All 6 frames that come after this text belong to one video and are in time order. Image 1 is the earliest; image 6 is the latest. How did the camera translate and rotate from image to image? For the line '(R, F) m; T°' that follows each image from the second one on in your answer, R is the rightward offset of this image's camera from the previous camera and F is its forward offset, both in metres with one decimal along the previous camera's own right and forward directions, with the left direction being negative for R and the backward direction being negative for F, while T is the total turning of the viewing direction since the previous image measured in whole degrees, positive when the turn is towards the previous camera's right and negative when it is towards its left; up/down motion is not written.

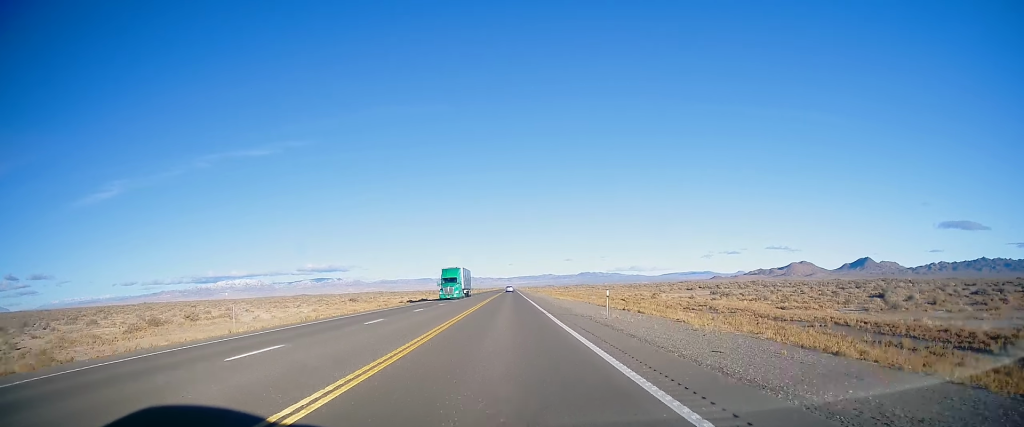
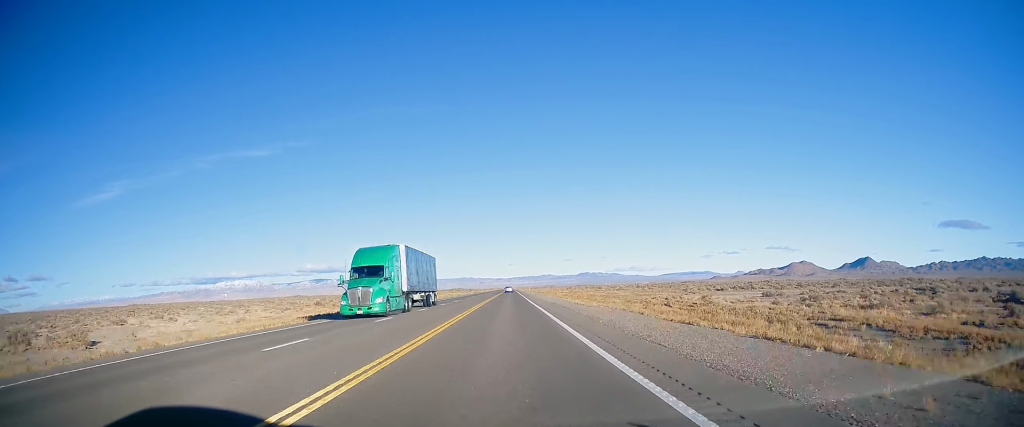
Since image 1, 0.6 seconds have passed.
(-0.2, +22.5) m; 0°
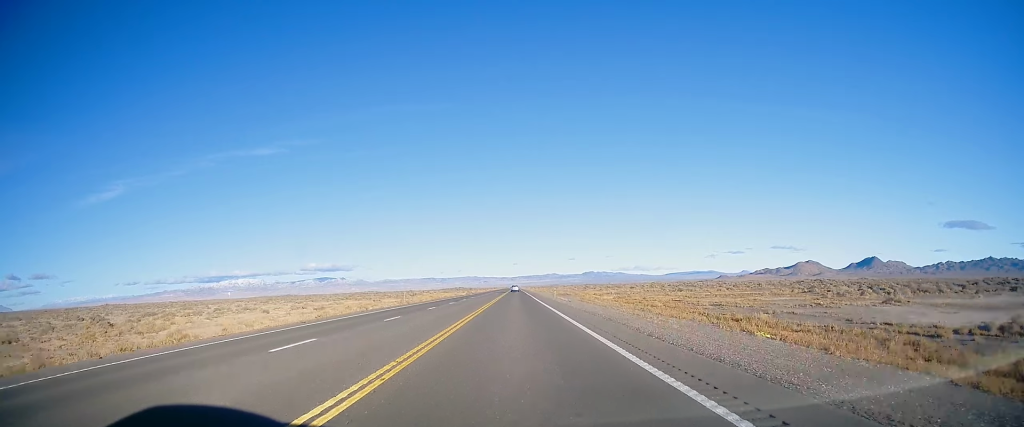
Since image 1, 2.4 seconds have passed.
(+1.3, +60.7) m; +1°
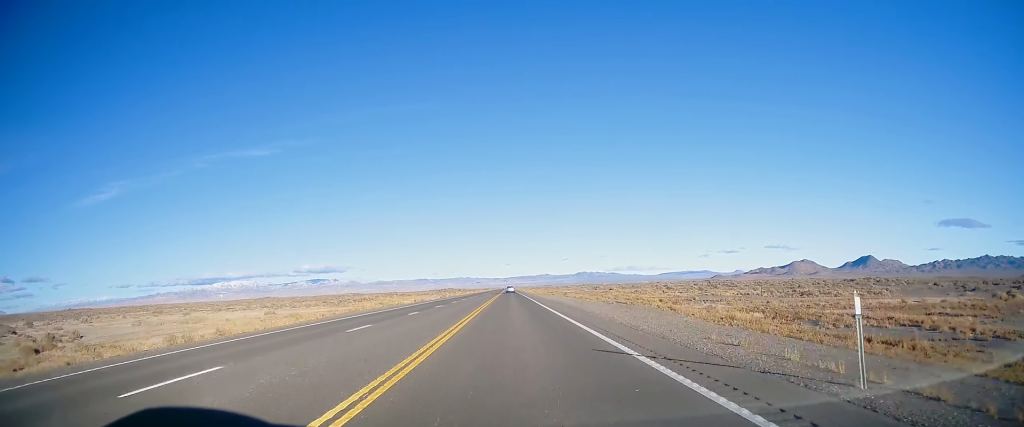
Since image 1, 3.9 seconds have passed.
(-0.7, +54.1) m; -1°
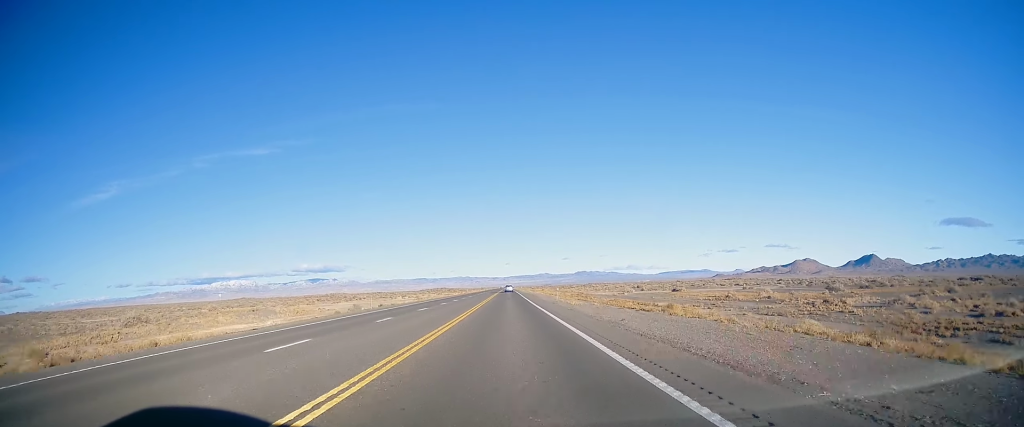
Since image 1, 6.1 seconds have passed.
(+0.3, +79.4) m; 0°
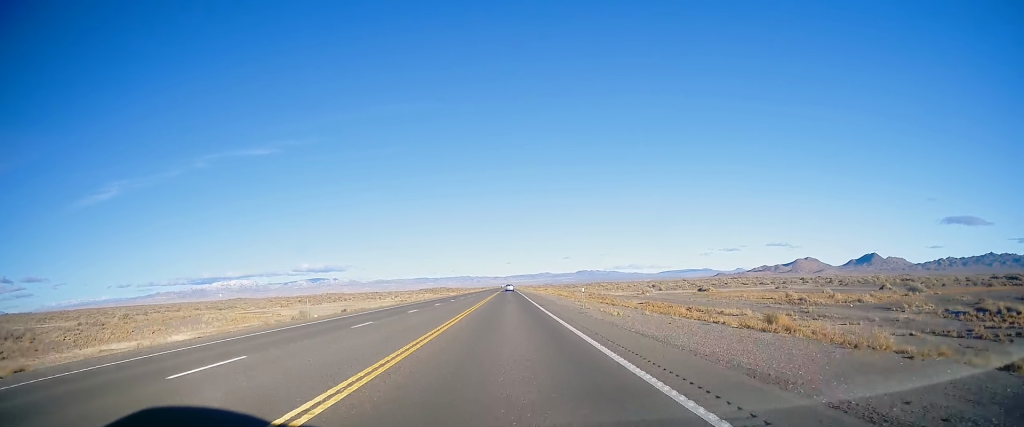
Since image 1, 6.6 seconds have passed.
(+0.1, +16.5) m; 0°
